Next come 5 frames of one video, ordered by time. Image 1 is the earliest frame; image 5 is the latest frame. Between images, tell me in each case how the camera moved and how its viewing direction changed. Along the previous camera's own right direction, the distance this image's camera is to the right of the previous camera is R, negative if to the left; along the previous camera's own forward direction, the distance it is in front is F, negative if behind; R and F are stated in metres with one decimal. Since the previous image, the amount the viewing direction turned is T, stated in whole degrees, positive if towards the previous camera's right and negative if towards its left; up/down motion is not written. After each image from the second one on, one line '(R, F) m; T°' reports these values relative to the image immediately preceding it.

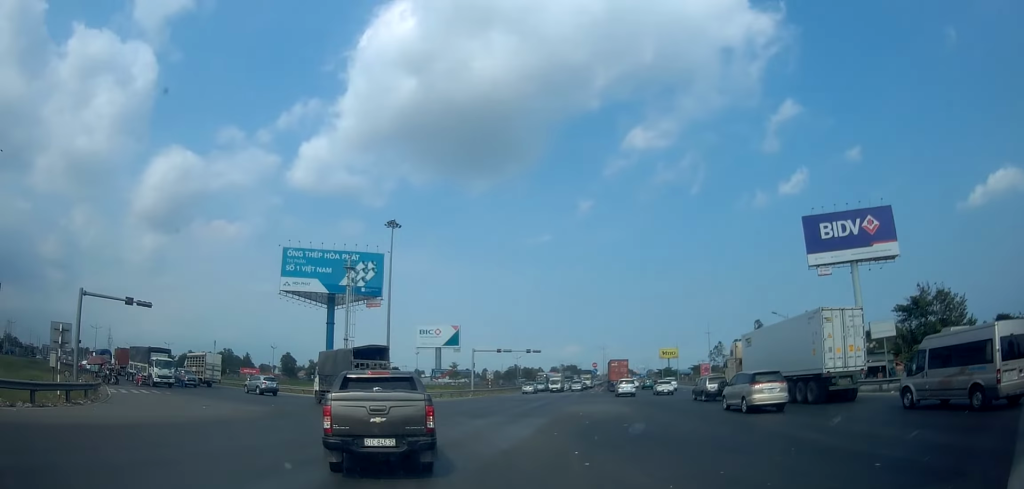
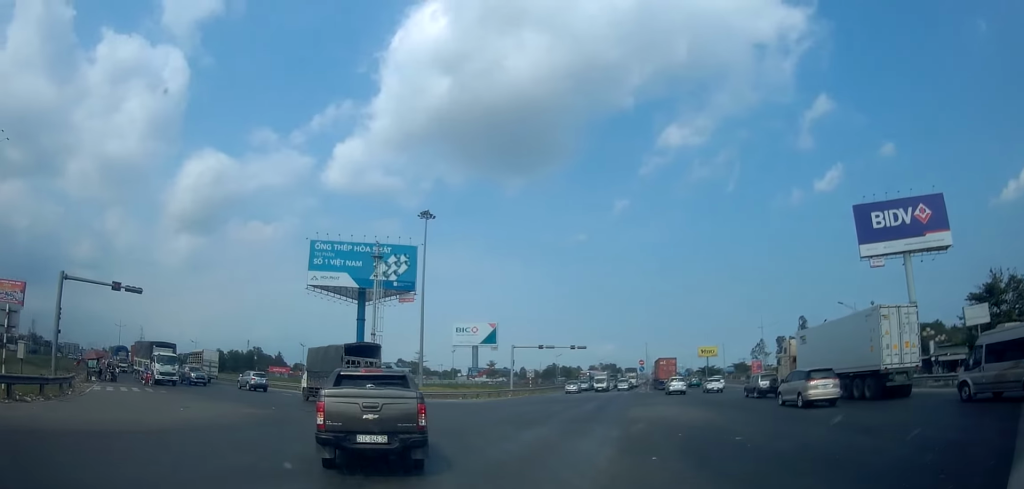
(-0.4, +5.2) m; -4°
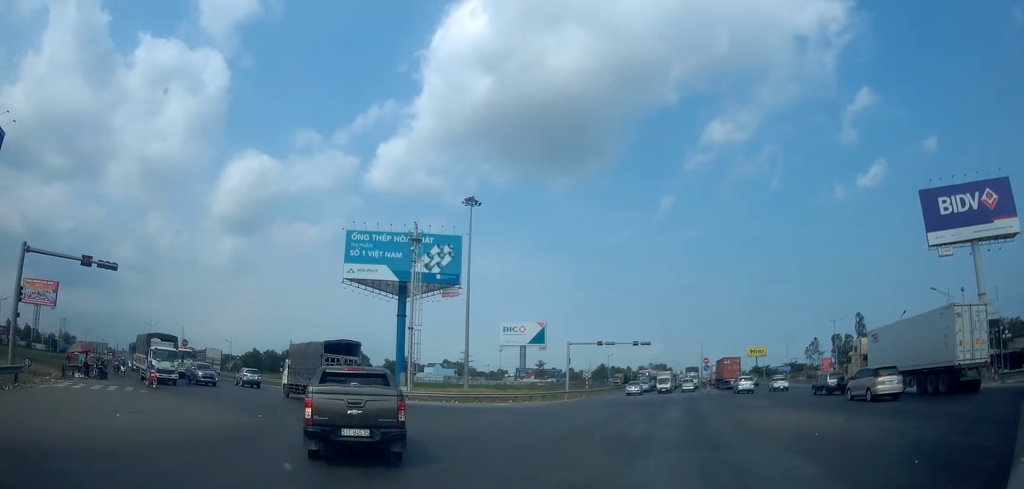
(-0.3, +6.6) m; -6°
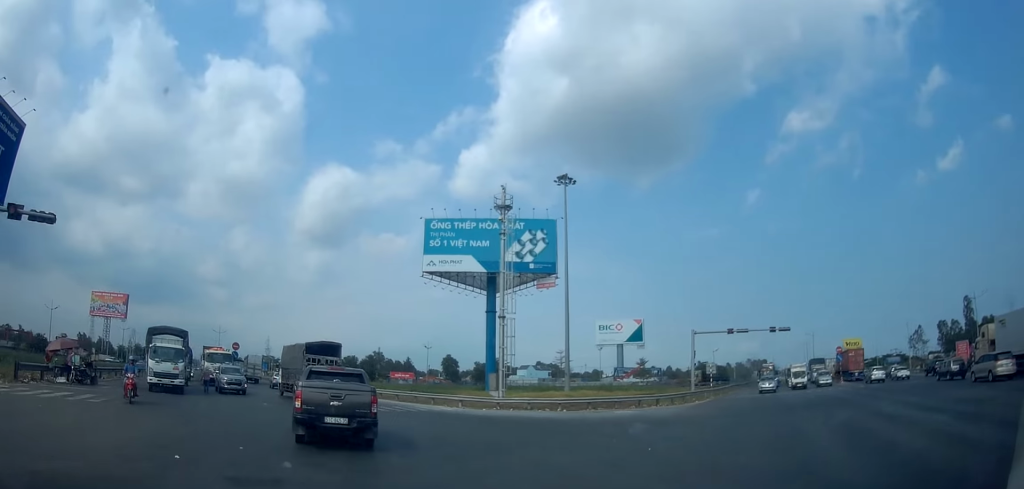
(-1.2, +10.2) m; -11°
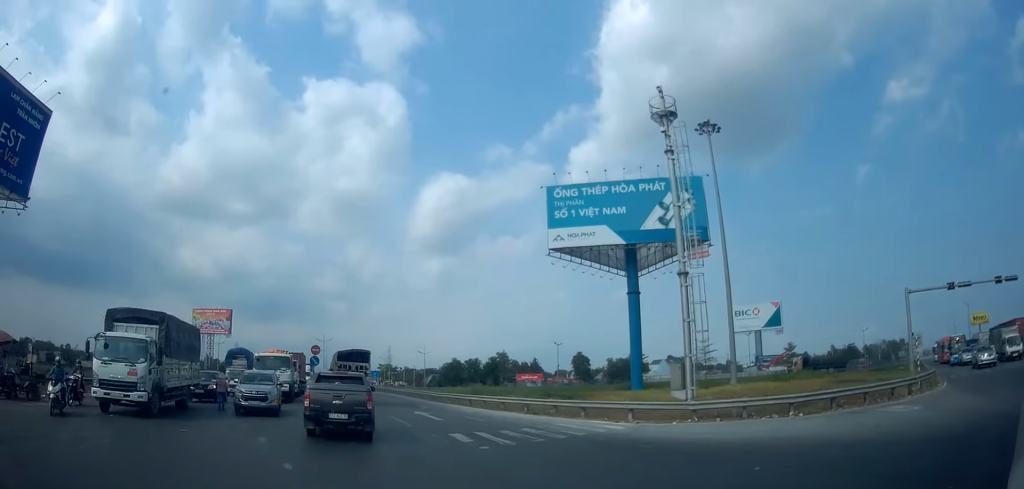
(-0.9, +12.9) m; -14°
